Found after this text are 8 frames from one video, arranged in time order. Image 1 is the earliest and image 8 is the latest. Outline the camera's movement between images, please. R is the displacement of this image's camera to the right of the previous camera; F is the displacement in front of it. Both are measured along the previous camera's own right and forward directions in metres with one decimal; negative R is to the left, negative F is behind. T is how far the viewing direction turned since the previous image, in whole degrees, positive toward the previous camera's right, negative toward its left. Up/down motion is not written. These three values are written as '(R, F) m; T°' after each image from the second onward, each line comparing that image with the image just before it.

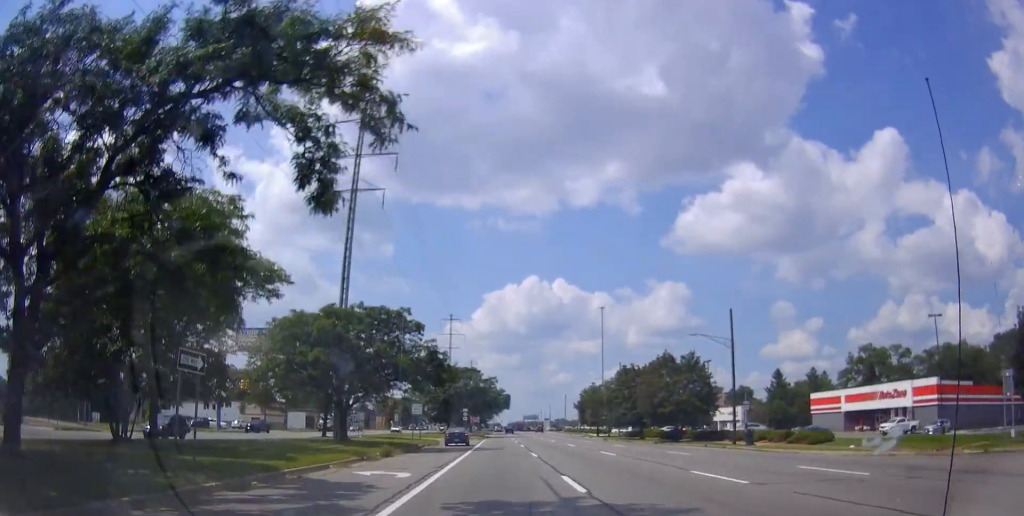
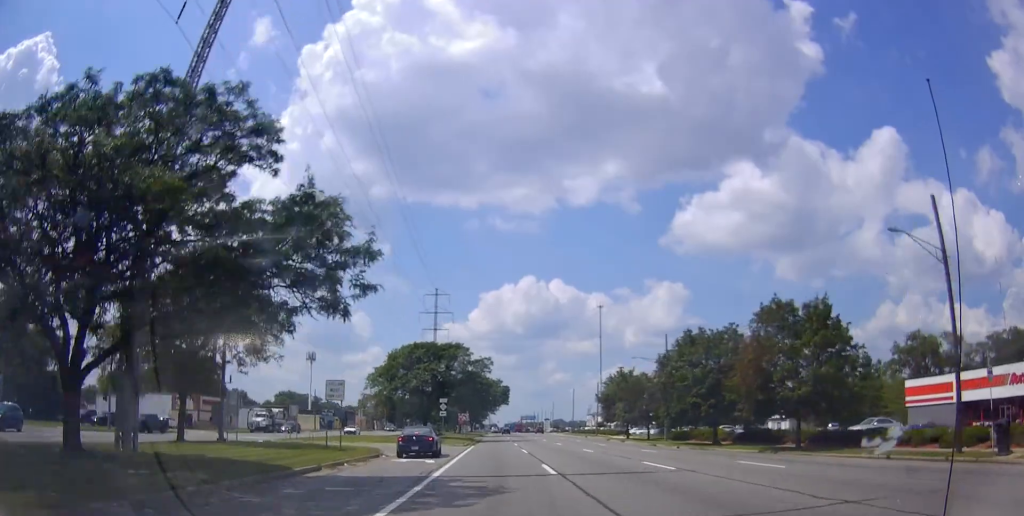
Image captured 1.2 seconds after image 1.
(+0.4, +25.0) m; 0°
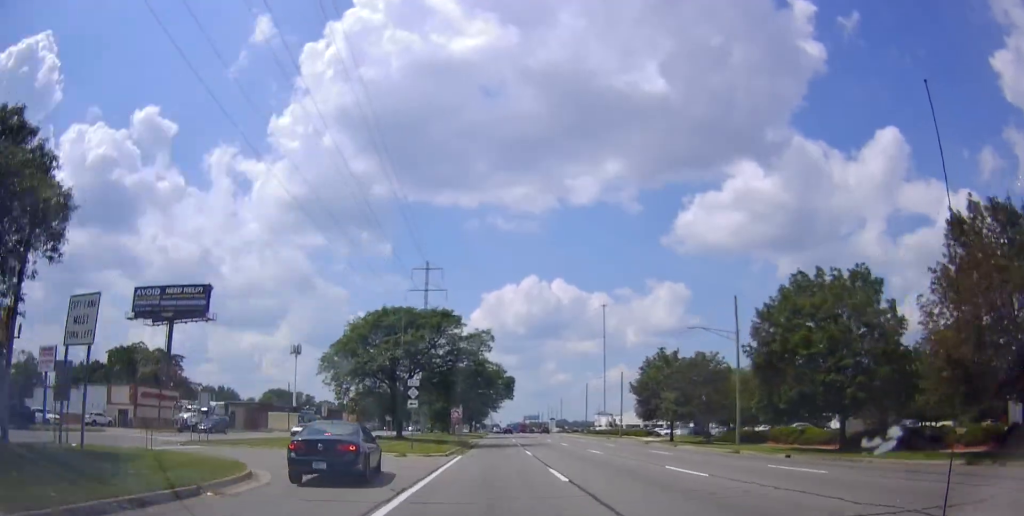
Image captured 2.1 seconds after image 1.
(-0.4, +17.7) m; -1°
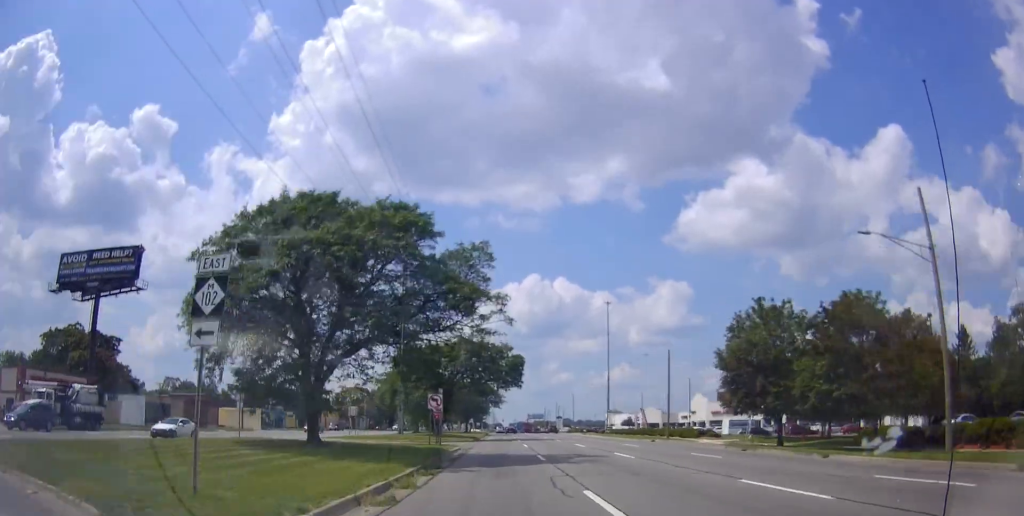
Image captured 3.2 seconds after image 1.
(0.0, +22.0) m; +1°
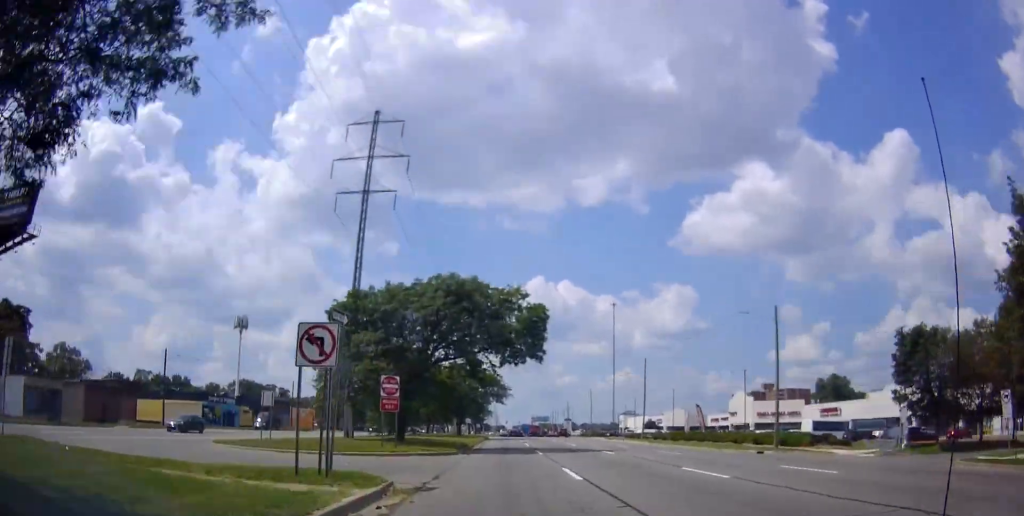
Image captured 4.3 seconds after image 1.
(+0.3, +24.2) m; +1°
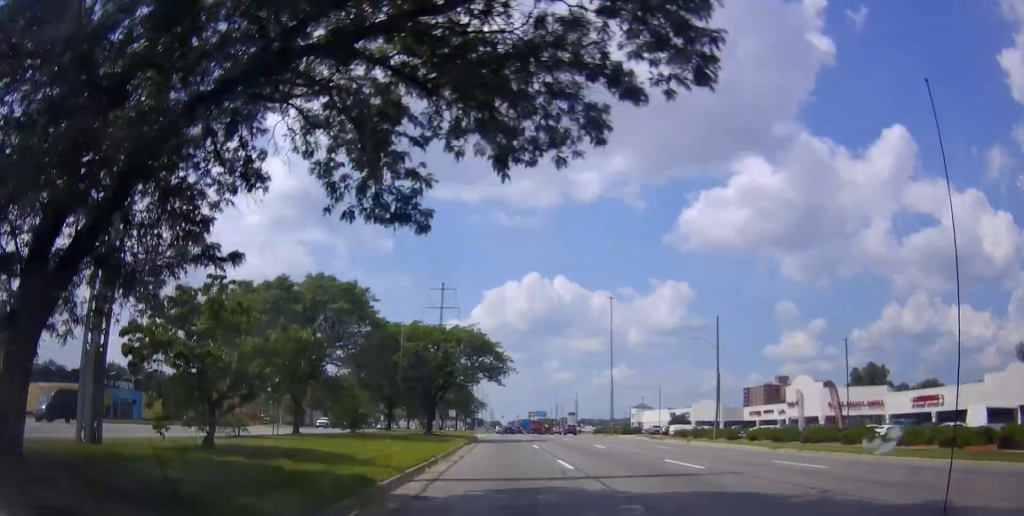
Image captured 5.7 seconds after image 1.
(+0.3, +29.1) m; 0°
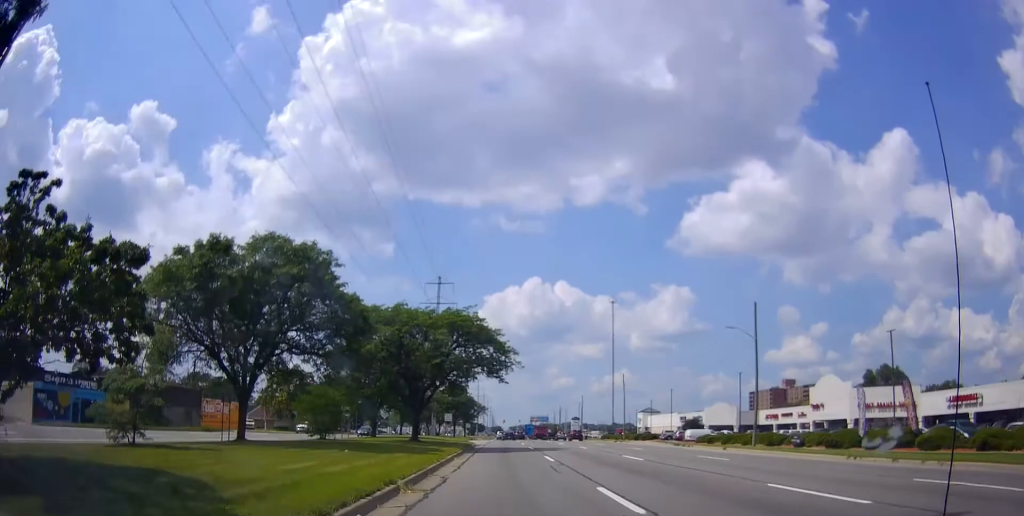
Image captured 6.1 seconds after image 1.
(+0.1, +8.3) m; 0°
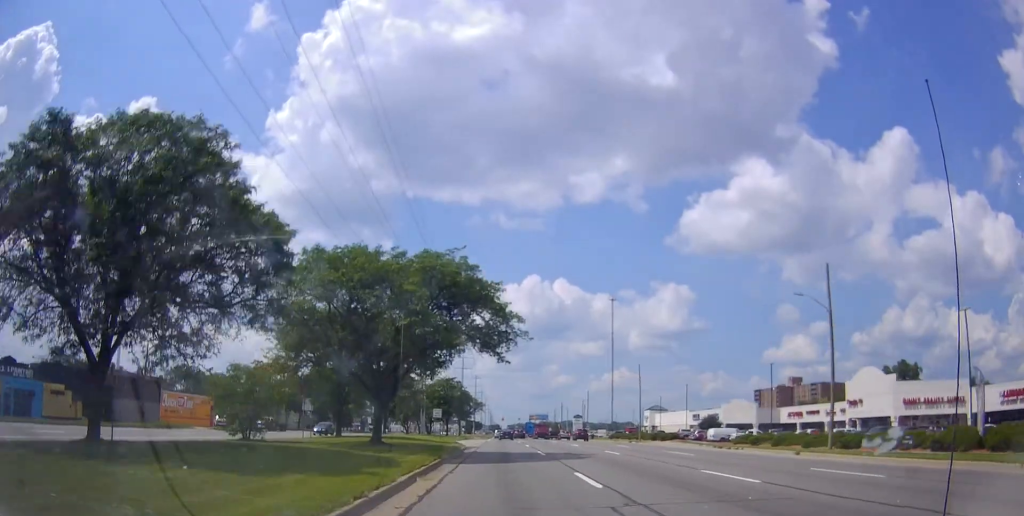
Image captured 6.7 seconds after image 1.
(-0.3, +11.5) m; 0°
